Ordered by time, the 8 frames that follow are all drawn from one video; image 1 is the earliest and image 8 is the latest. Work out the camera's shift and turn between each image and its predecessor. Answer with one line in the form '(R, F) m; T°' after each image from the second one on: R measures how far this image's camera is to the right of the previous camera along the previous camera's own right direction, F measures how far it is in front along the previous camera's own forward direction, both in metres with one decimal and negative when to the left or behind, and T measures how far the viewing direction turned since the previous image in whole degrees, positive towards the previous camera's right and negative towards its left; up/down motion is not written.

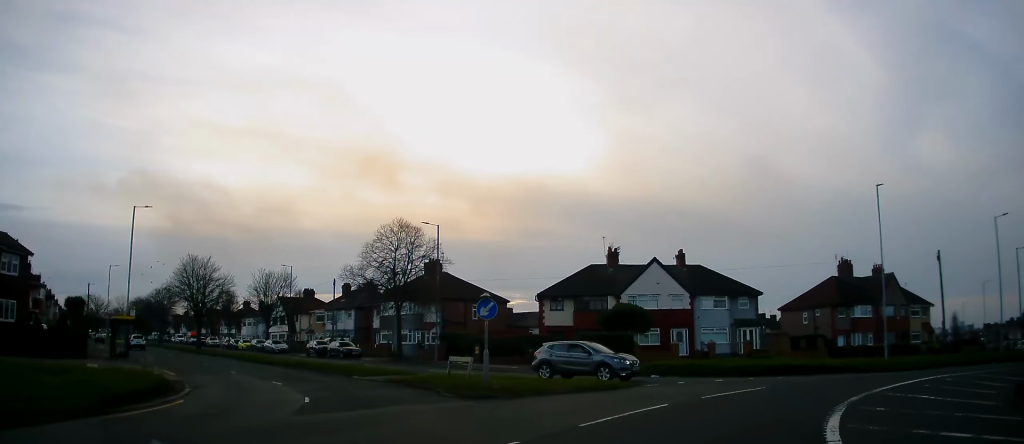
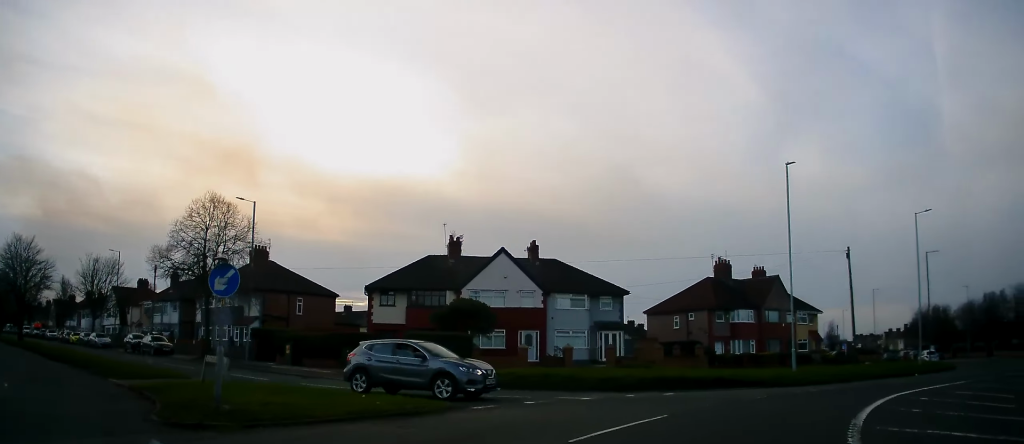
(+0.7, +6.9) m; +11°
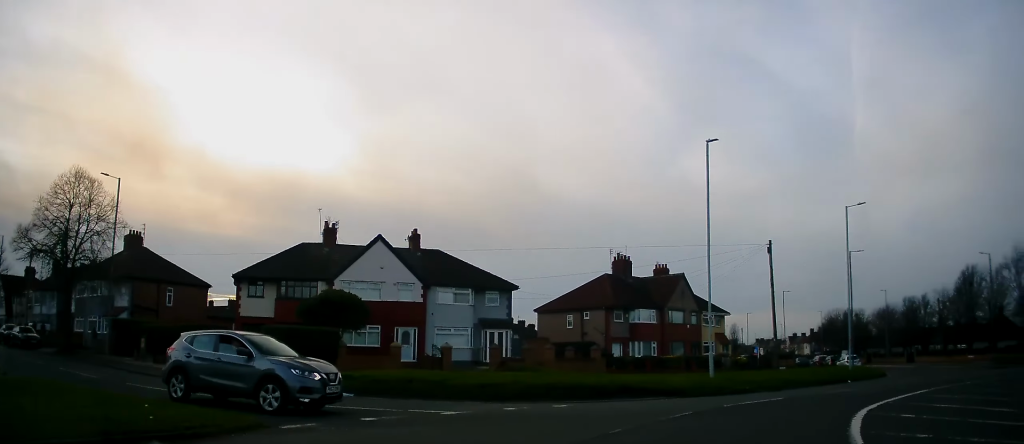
(+0.1, +4.0) m; +8°
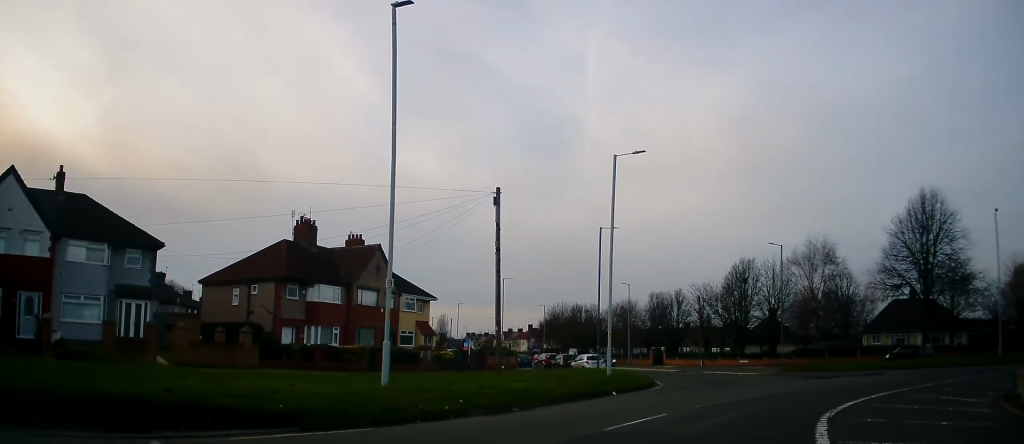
(+3.2, +9.9) m; +32°
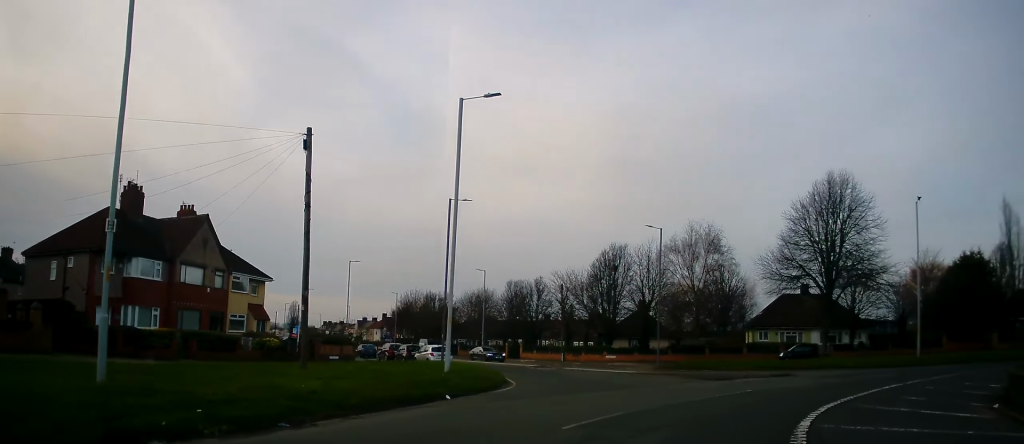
(+0.4, +5.5) m; +10°
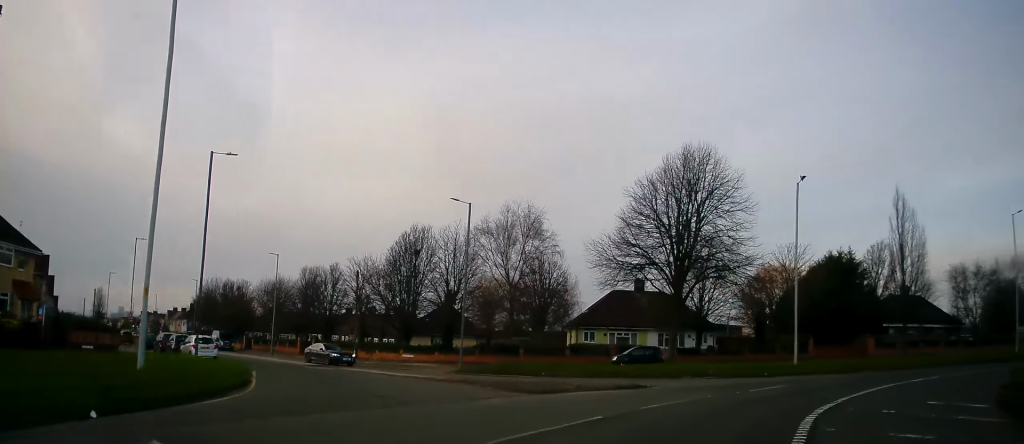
(+0.9, +7.2) m; +18°
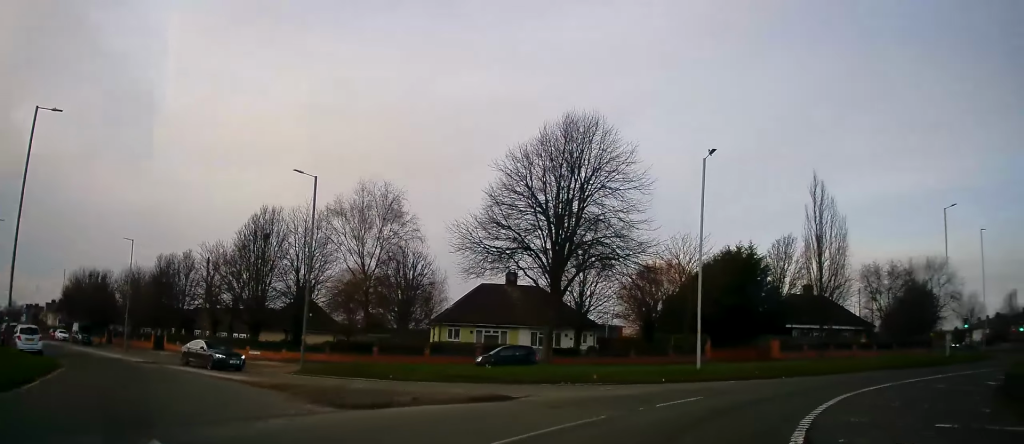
(+0.7, +4.9) m; +13°
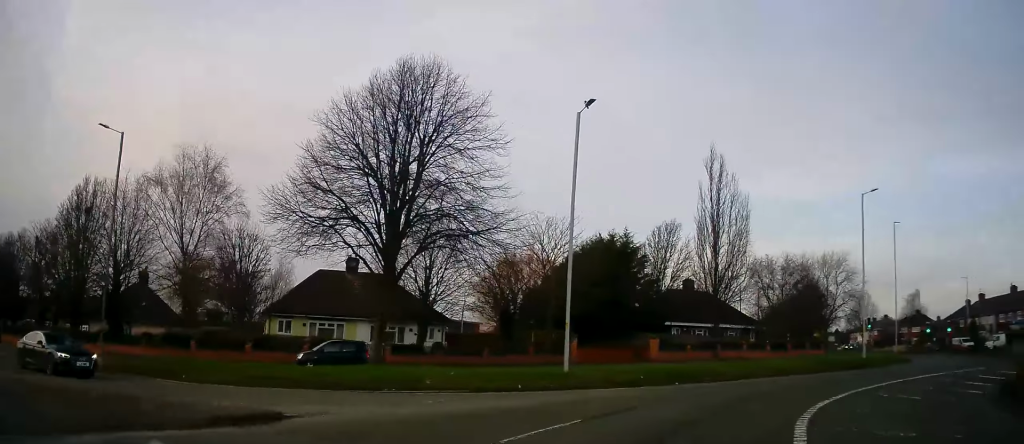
(+0.7, +5.7) m; +13°
